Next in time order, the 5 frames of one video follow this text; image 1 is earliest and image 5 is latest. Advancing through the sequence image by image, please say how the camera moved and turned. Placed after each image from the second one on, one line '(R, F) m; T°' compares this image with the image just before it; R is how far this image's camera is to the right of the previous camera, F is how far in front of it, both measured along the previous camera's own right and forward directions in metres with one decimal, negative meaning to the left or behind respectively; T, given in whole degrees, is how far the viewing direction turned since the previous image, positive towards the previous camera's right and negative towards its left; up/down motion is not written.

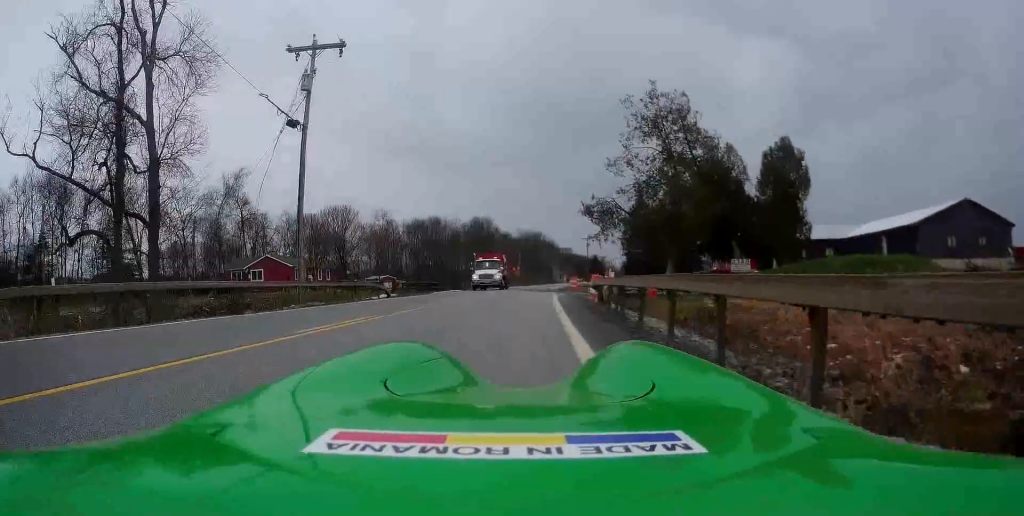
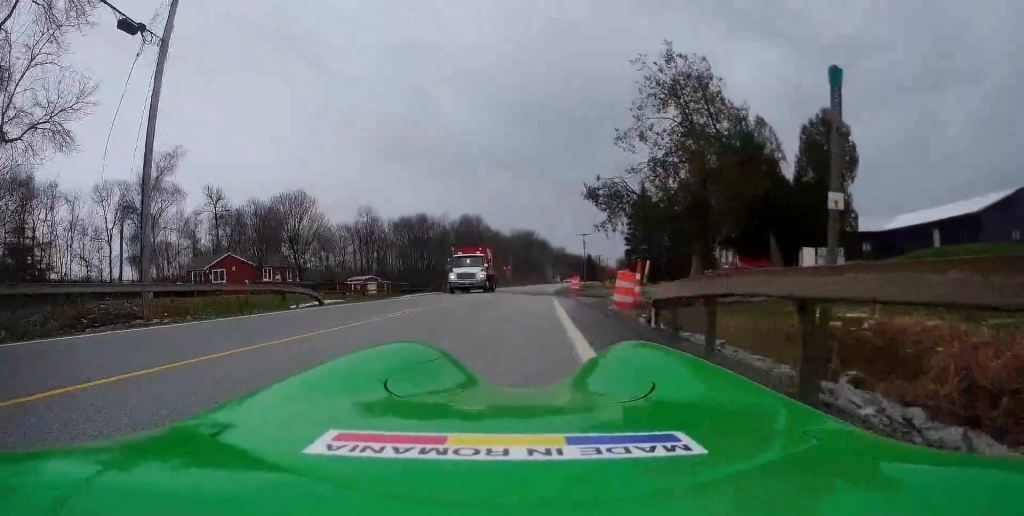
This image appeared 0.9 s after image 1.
(0.0, +9.2) m; +2°
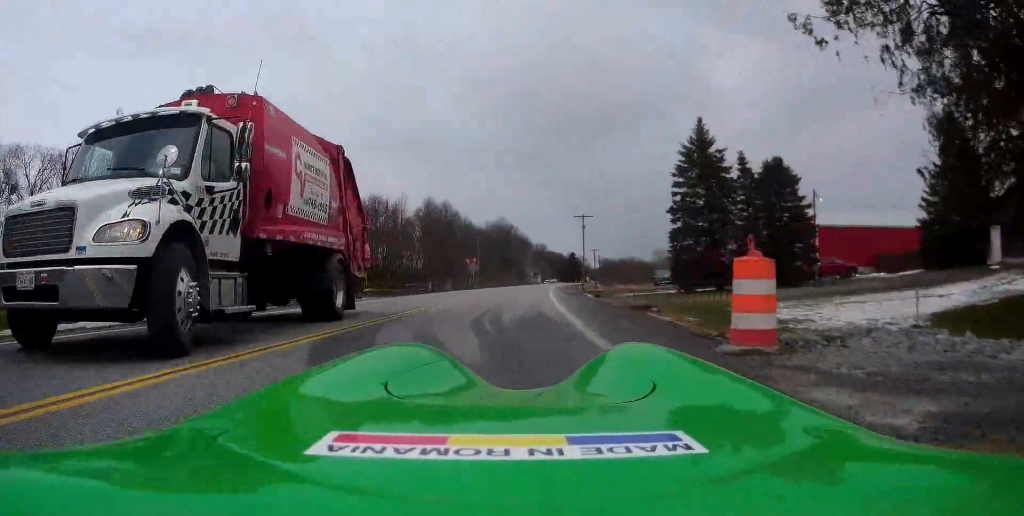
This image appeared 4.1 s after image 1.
(-0.2, +31.7) m; +2°
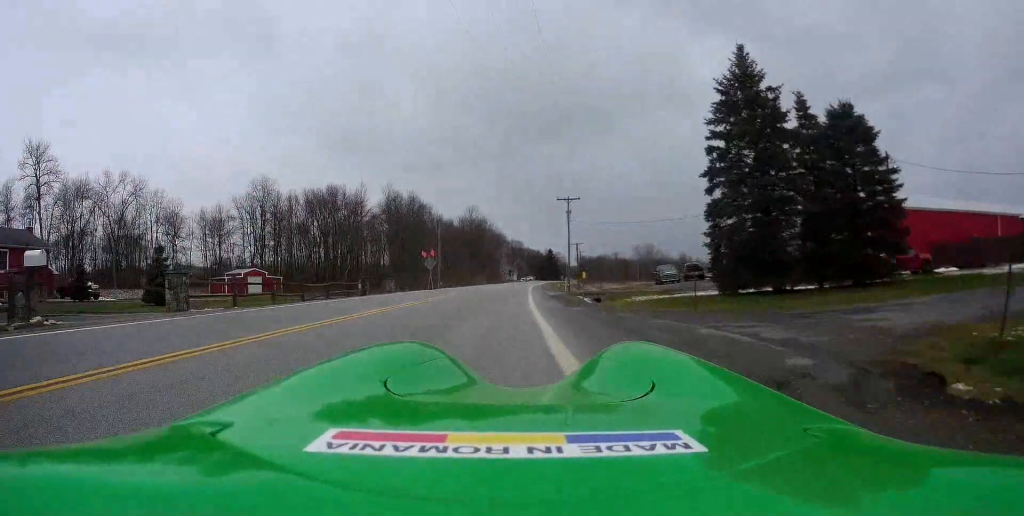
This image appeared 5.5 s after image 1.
(+0.8, +13.8) m; +1°
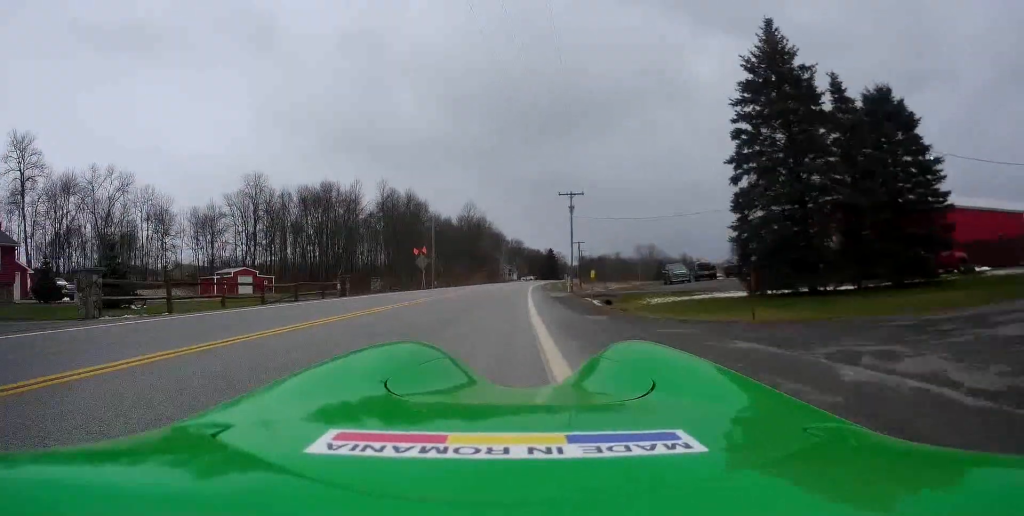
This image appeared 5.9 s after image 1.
(-0.1, +4.1) m; -1°
